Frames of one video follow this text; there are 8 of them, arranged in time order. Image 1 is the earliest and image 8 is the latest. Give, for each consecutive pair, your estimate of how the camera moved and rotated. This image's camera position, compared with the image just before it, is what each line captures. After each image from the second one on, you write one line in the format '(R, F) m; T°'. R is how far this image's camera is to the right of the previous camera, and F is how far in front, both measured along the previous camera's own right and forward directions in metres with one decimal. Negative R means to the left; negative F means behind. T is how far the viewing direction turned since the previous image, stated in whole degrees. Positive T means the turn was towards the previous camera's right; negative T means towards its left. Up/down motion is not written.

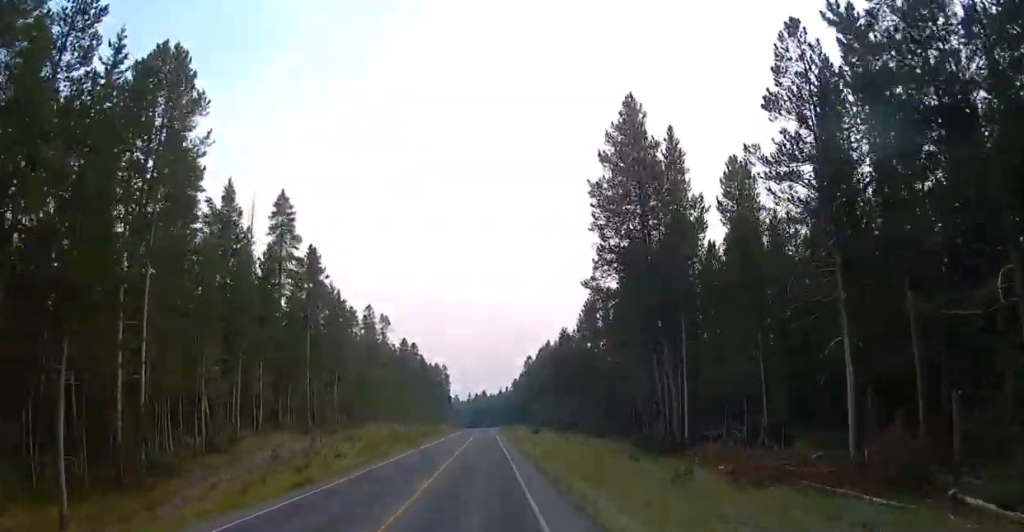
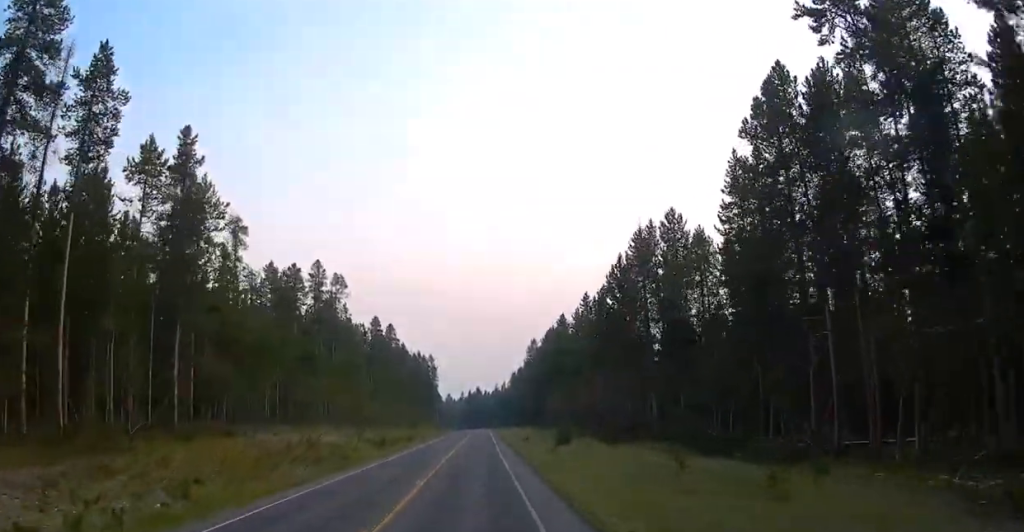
(0.0, +46.5) m; -5°
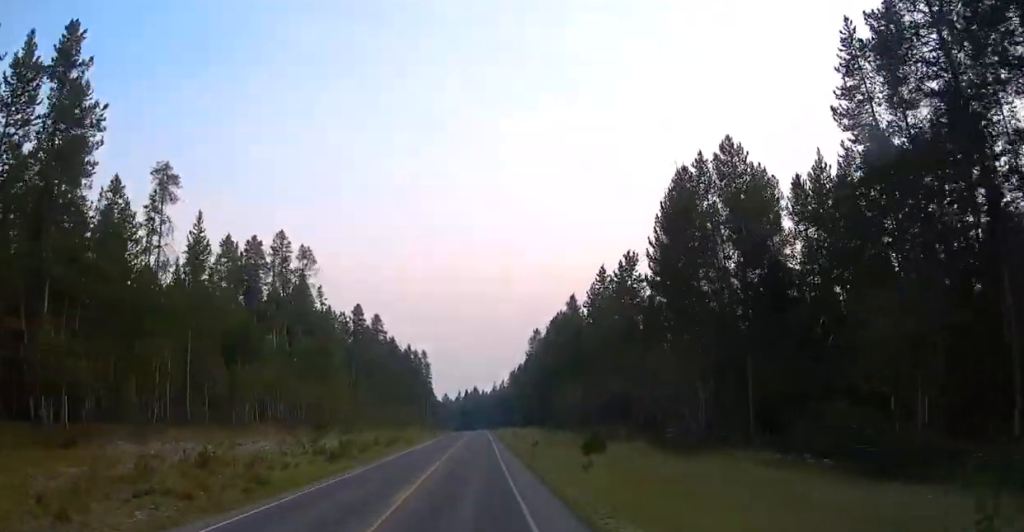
(-0.6, +18.9) m; 0°
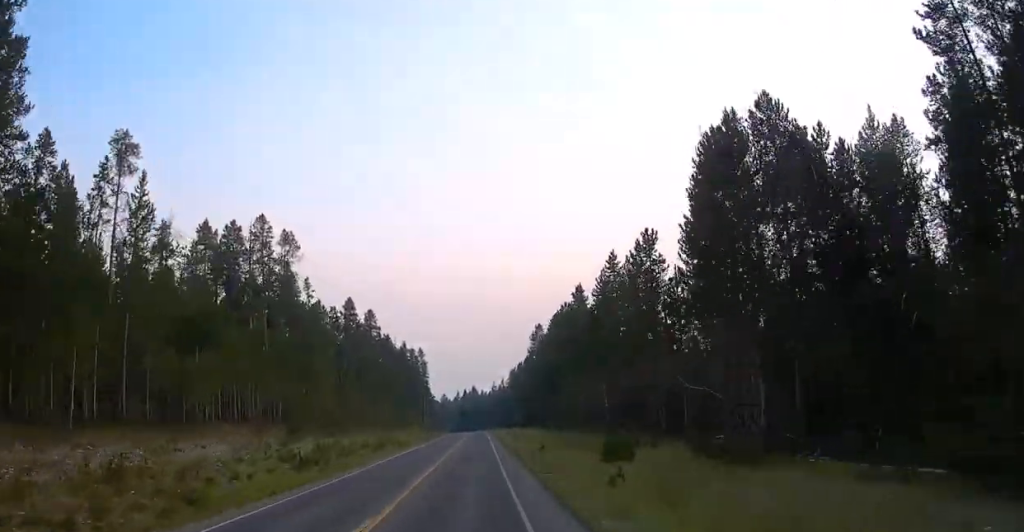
(-0.1, +8.2) m; +1°
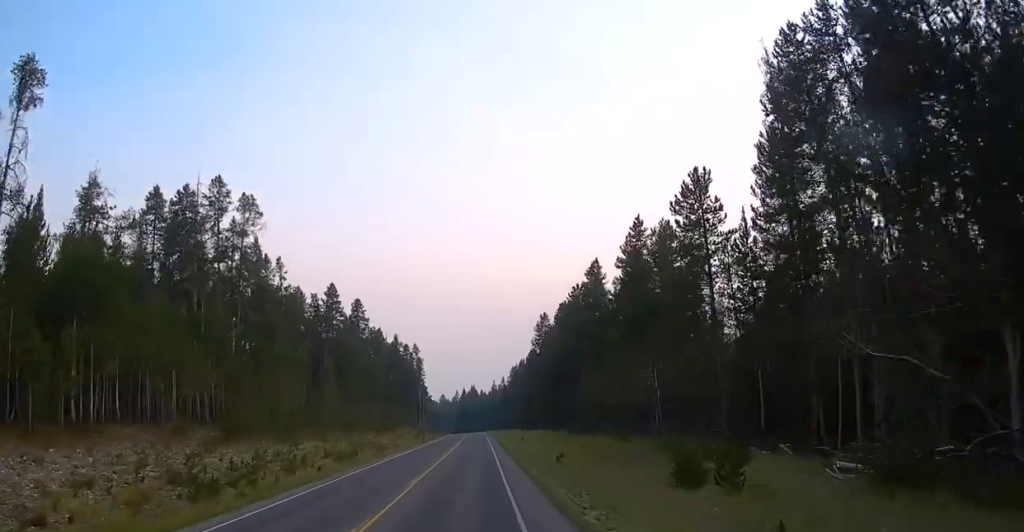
(+0.6, +14.4) m; +2°
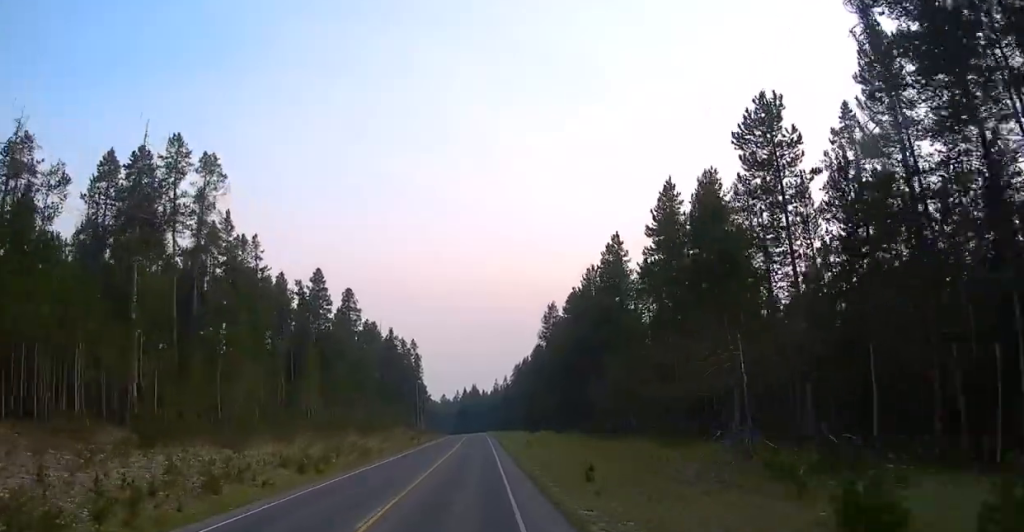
(+0.1, +10.6) m; +1°
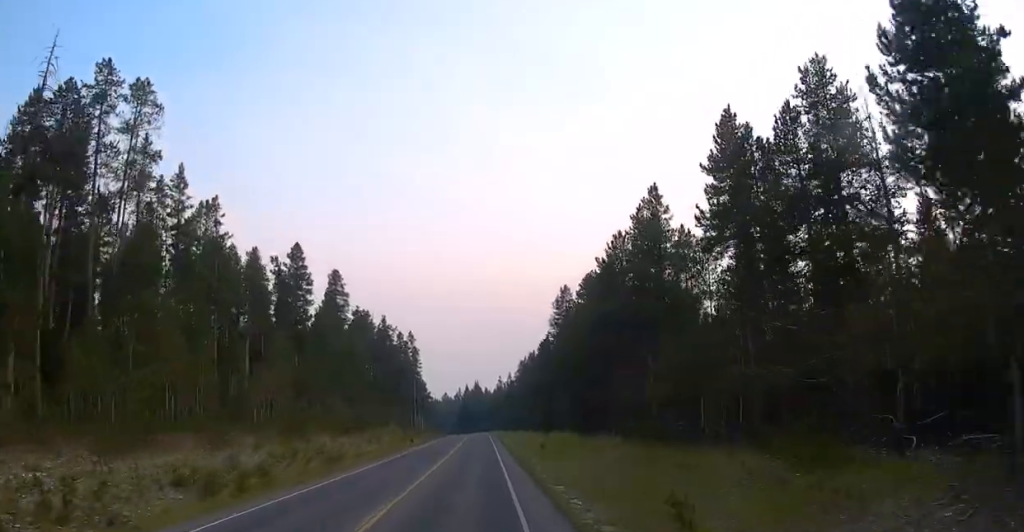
(+0.1, +13.0) m; +1°
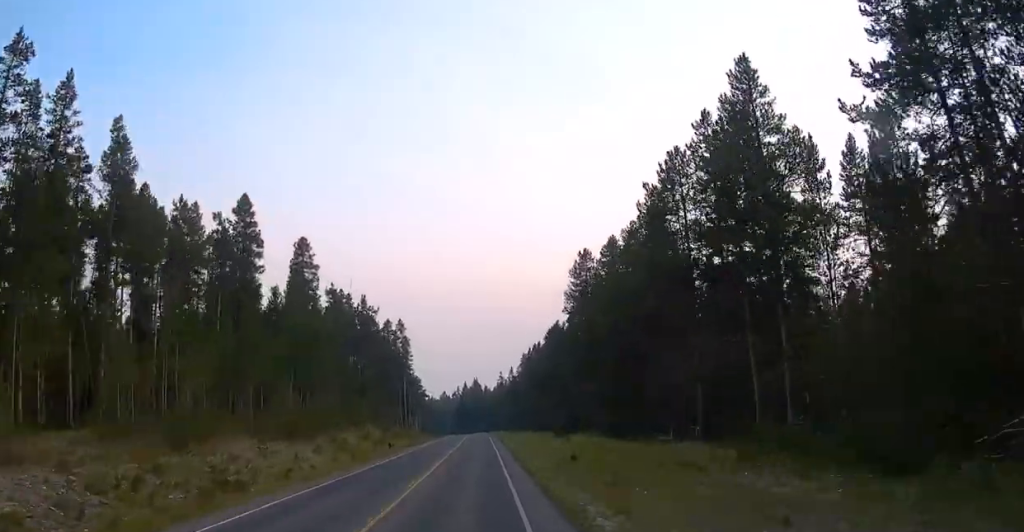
(+0.1, +17.8) m; +1°
